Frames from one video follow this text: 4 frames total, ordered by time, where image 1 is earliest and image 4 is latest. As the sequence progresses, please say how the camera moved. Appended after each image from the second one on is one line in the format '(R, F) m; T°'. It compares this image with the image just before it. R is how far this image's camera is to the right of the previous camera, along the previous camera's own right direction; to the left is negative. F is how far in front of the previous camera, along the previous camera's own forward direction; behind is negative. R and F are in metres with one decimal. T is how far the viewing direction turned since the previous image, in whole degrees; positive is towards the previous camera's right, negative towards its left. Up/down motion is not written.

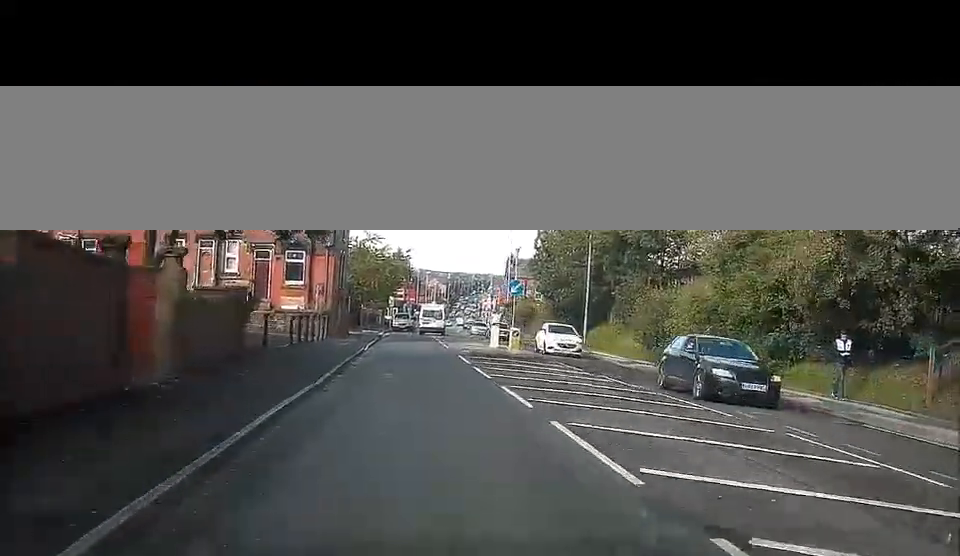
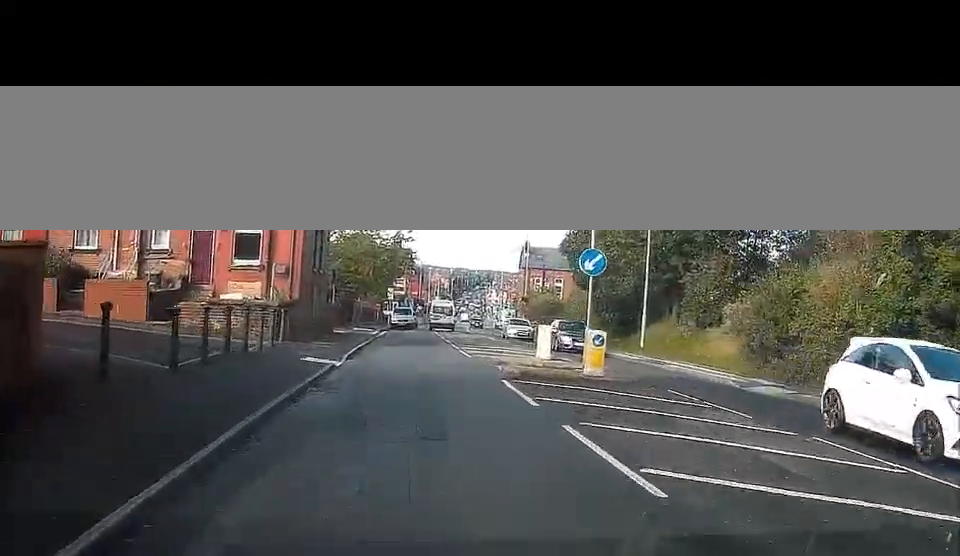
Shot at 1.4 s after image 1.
(+0.3, +13.8) m; +1°
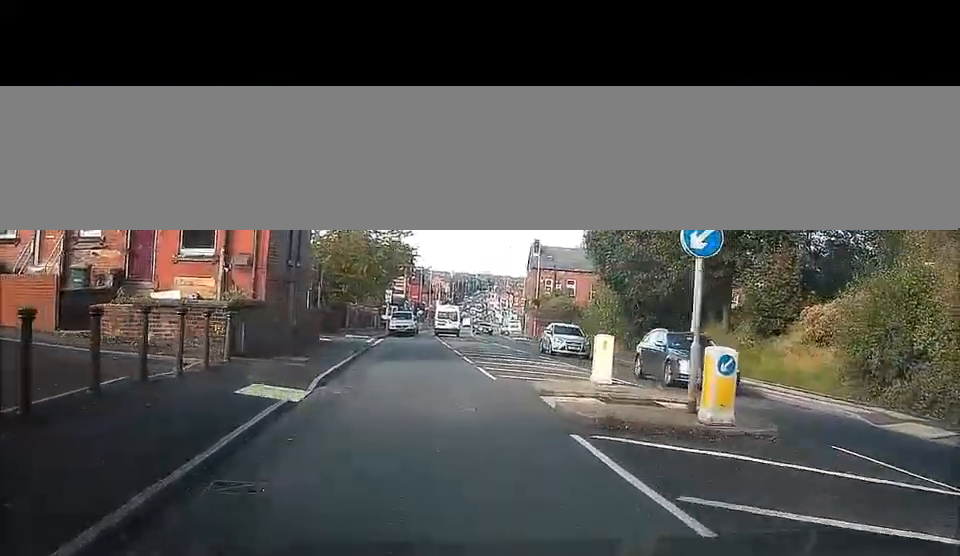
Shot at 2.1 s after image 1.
(0.0, +7.7) m; -2°
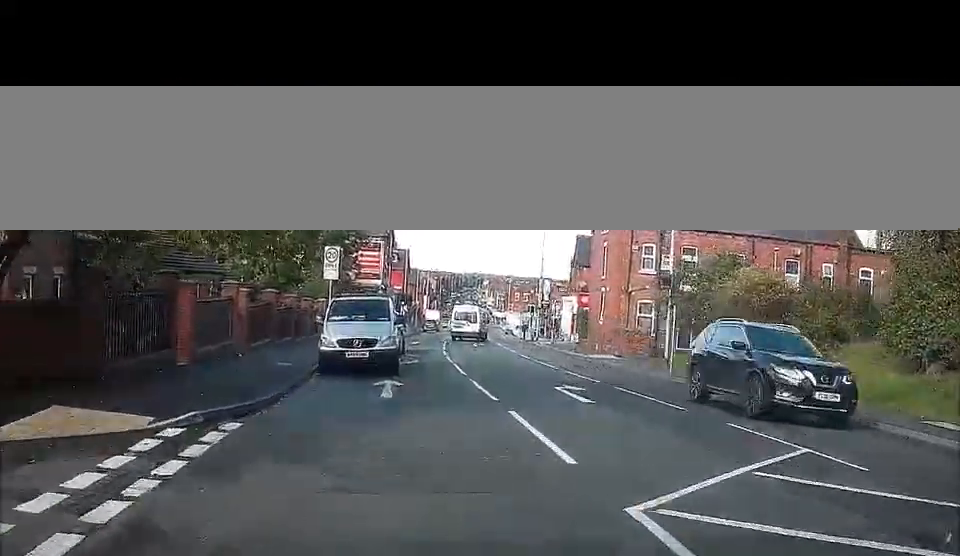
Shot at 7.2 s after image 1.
(+1.5, +44.5) m; +8°
